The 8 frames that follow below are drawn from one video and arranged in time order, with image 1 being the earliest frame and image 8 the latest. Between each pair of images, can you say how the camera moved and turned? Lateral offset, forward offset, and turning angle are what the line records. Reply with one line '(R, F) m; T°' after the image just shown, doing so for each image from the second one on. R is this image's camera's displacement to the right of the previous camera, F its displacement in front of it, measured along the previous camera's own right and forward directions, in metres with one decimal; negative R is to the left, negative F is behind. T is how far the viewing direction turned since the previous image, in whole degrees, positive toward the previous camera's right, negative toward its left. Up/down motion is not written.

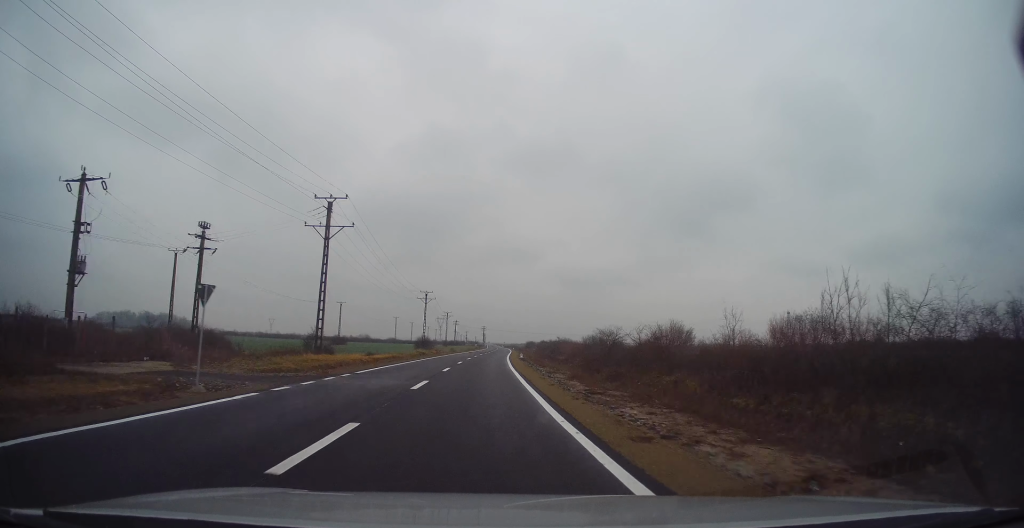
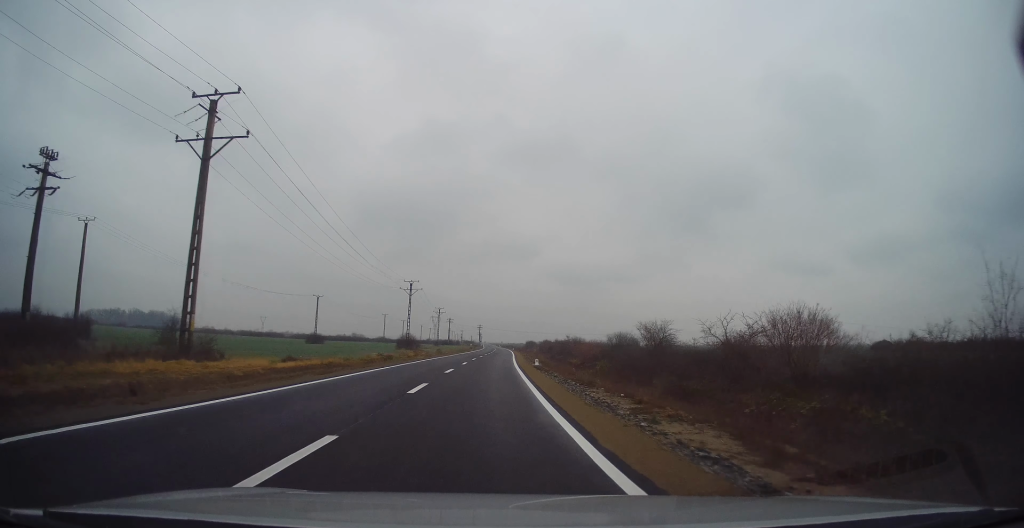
(0.0, +19.4) m; 0°
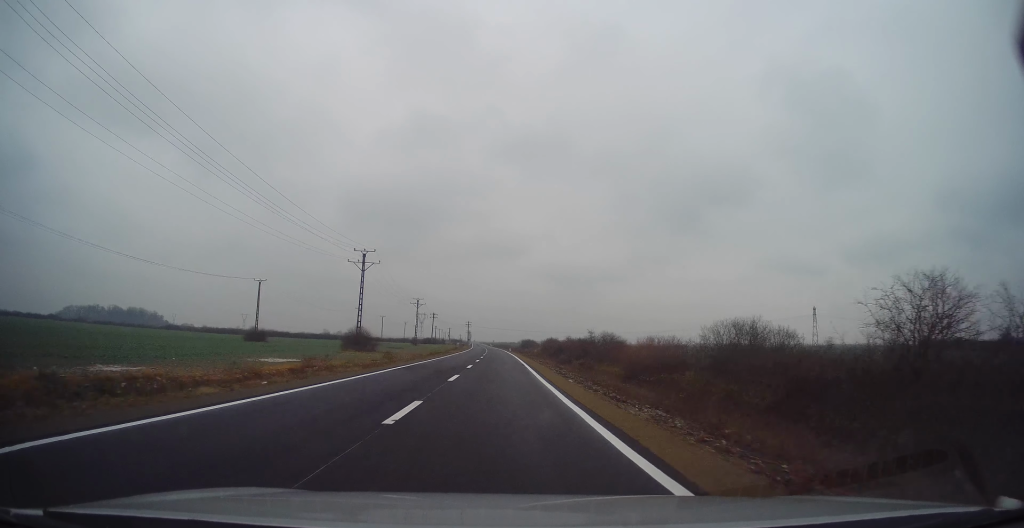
(+0.2, +31.6) m; +2°
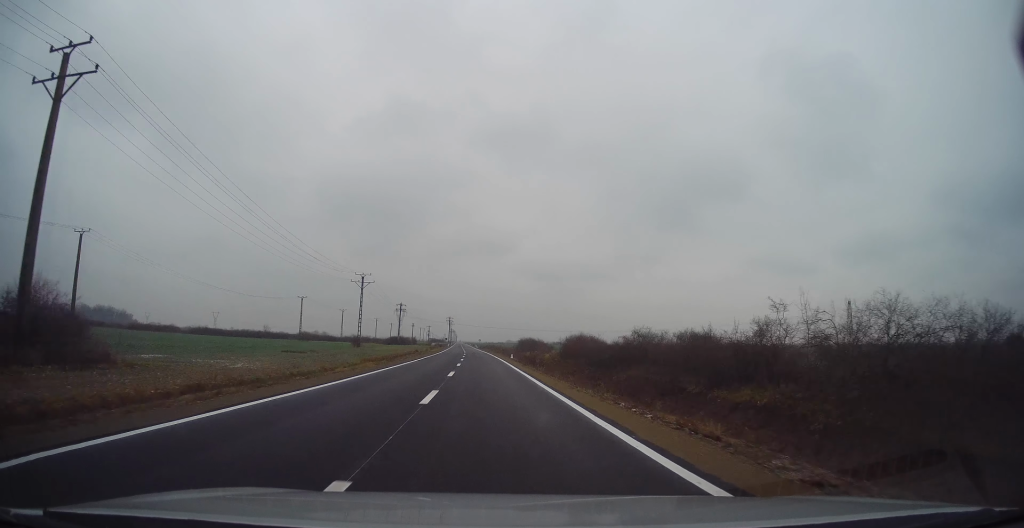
(+1.4, +51.8) m; 0°
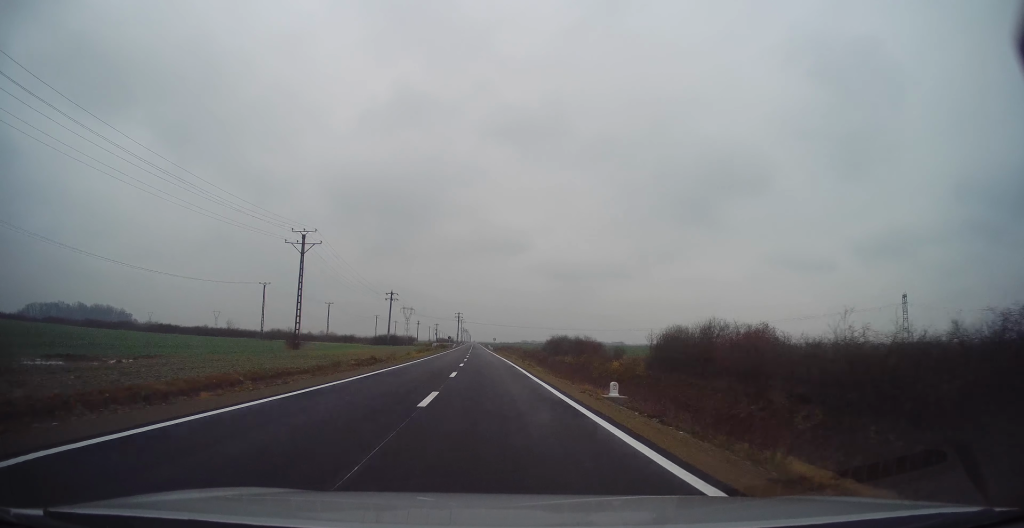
(-0.8, +36.7) m; 0°
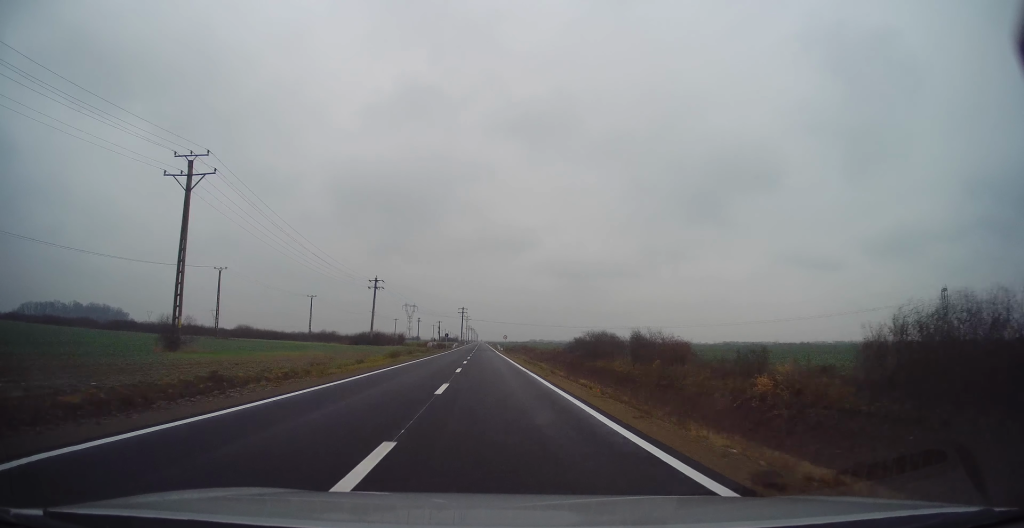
(+0.3, +24.5) m; 0°
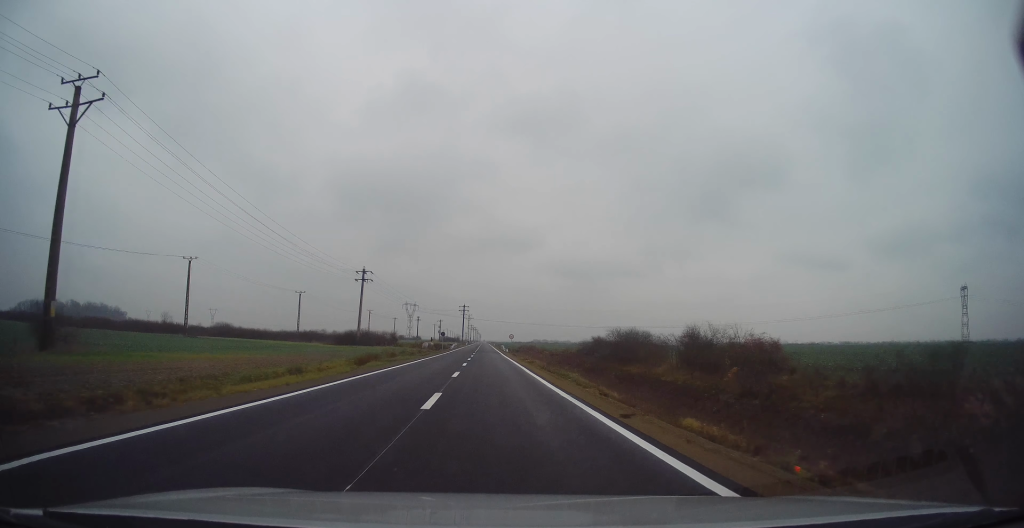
(+0.1, +11.8) m; 0°
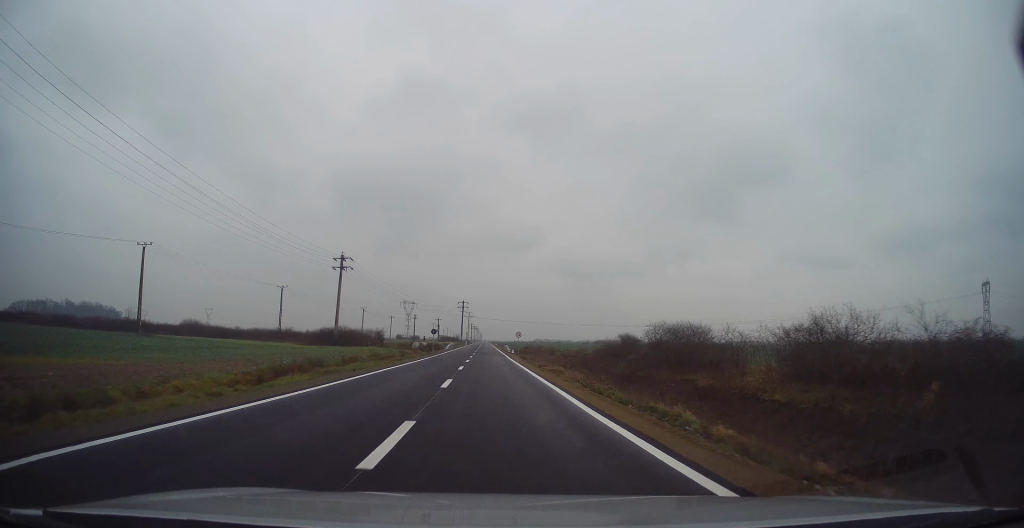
(-0.1, +13.4) m; -1°
